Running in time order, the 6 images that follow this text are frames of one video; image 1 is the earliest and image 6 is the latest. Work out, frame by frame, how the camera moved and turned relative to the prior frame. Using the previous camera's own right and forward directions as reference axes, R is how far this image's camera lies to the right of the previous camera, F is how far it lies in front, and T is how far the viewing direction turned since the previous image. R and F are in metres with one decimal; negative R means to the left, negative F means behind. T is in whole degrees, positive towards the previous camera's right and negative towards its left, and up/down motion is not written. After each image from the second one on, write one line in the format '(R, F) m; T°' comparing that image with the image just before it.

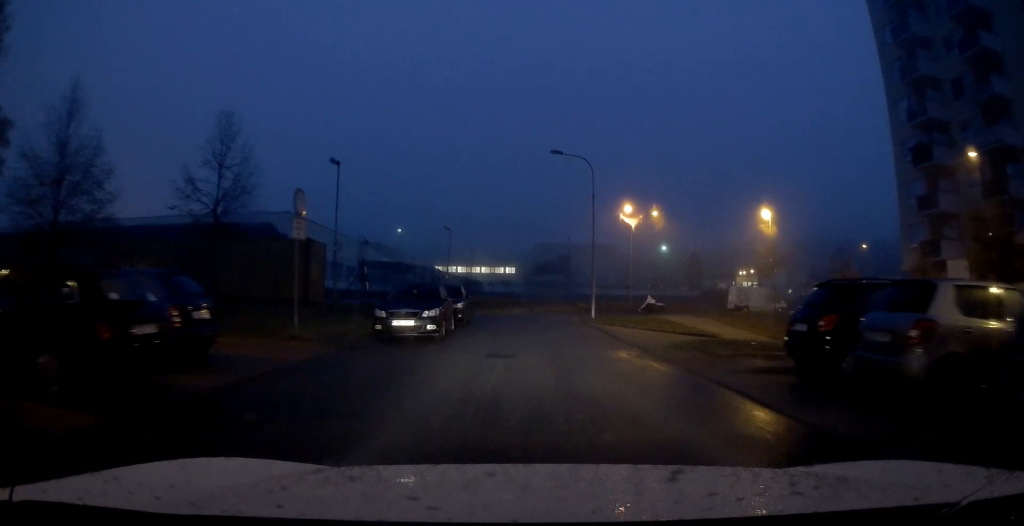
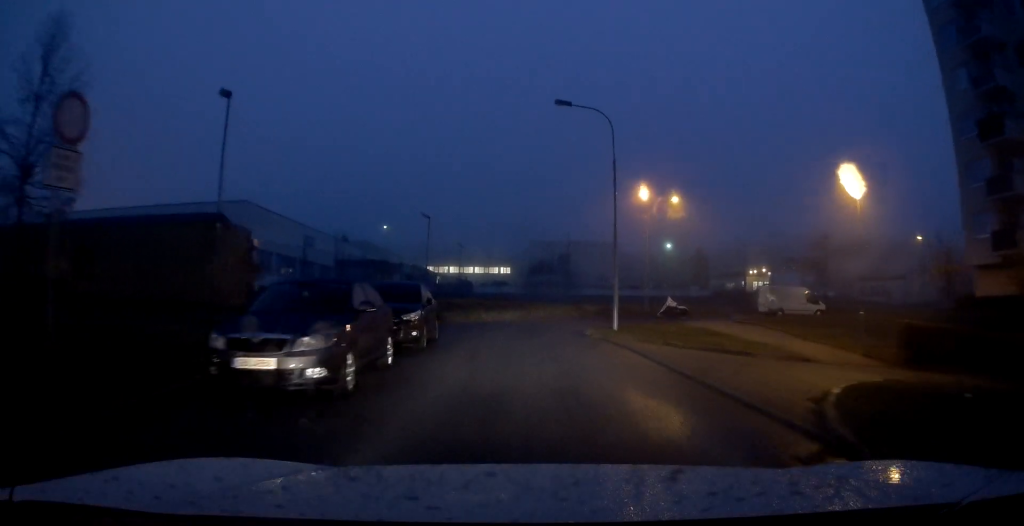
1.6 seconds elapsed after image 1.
(+0.2, +8.2) m; +3°
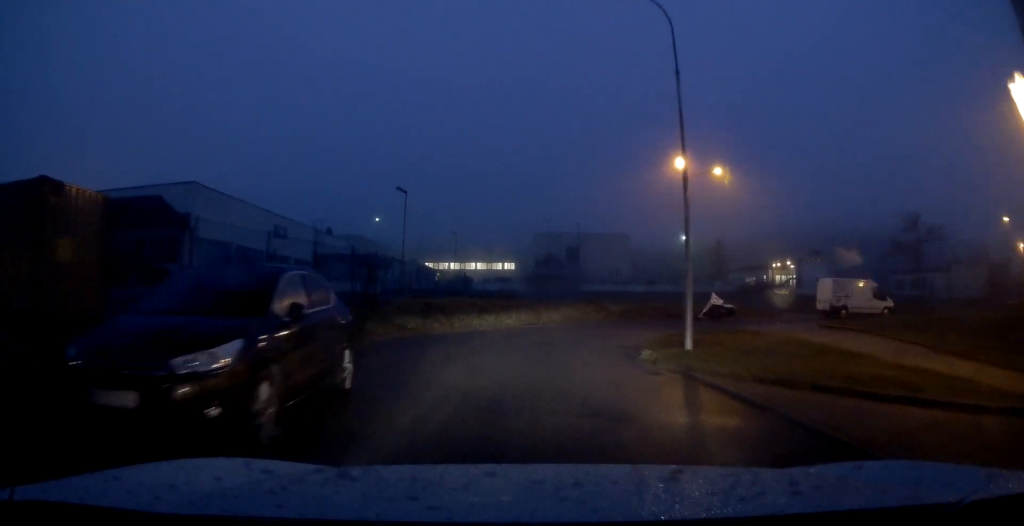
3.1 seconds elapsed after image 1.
(0.0, +8.2) m; -2°
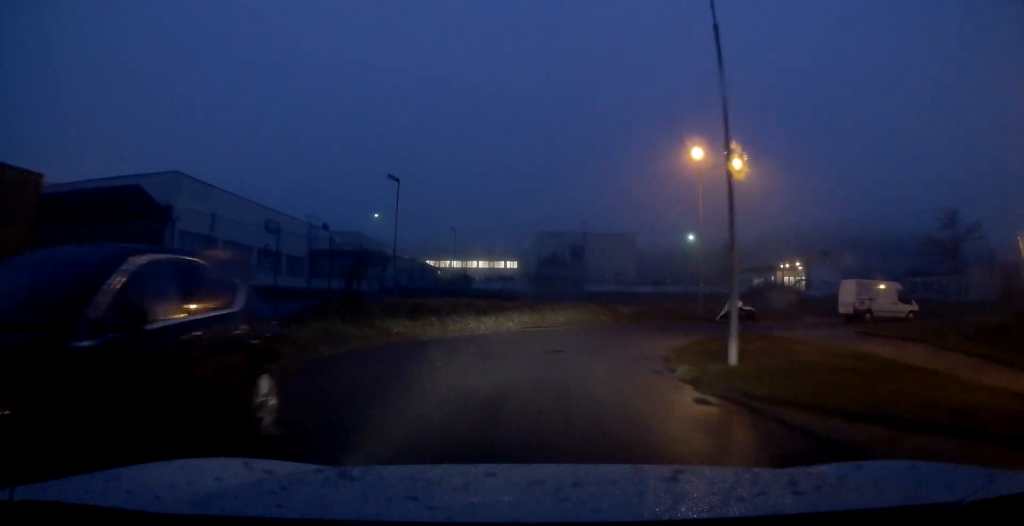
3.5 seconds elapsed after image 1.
(0.0, +2.5) m; 0°
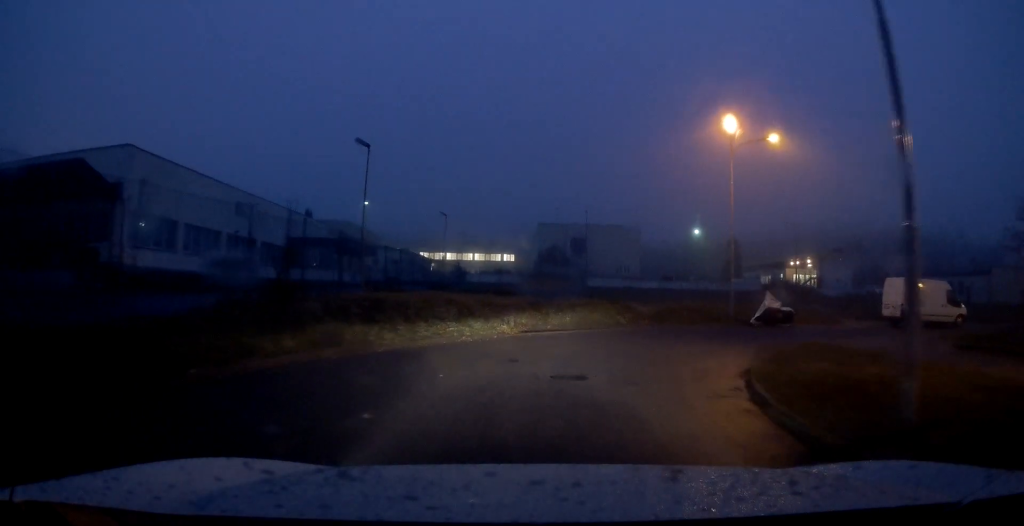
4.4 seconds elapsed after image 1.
(0.0, +5.1) m; +1°
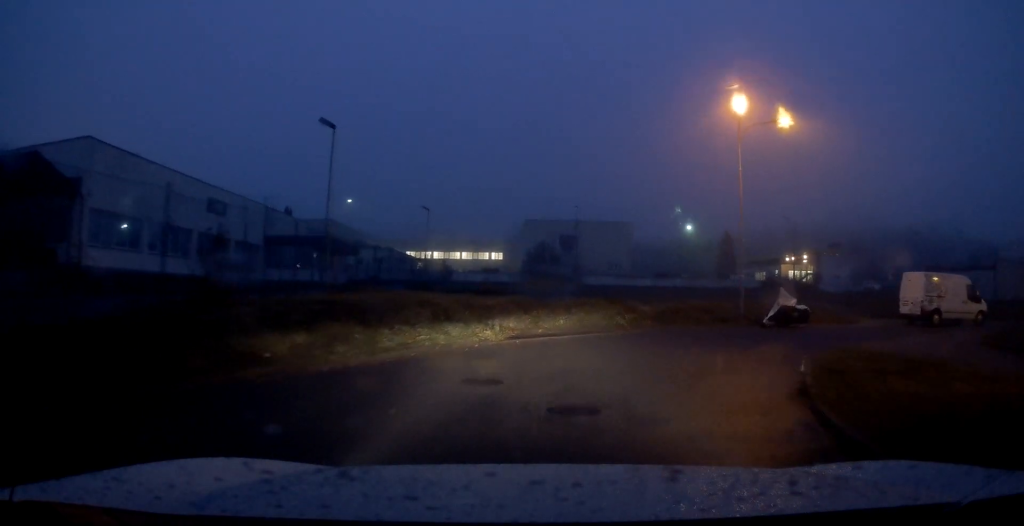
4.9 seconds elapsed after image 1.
(0.0, +2.8) m; +2°
